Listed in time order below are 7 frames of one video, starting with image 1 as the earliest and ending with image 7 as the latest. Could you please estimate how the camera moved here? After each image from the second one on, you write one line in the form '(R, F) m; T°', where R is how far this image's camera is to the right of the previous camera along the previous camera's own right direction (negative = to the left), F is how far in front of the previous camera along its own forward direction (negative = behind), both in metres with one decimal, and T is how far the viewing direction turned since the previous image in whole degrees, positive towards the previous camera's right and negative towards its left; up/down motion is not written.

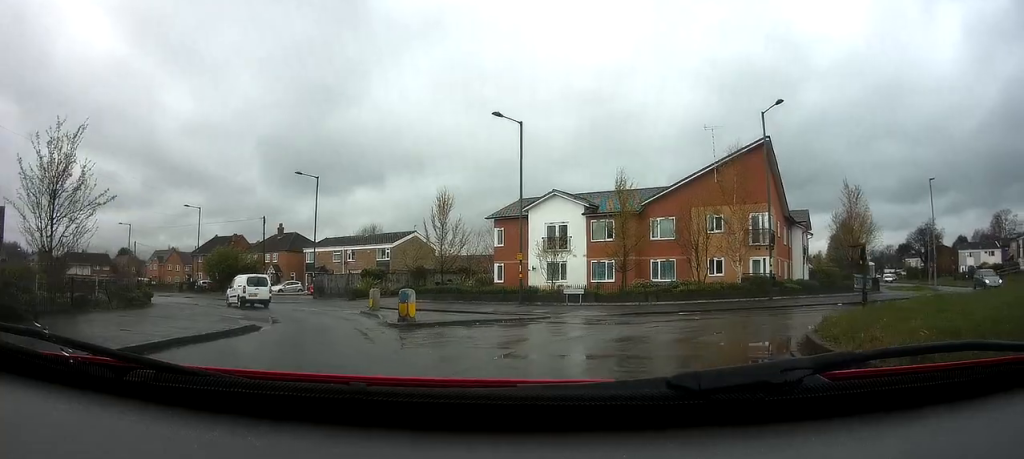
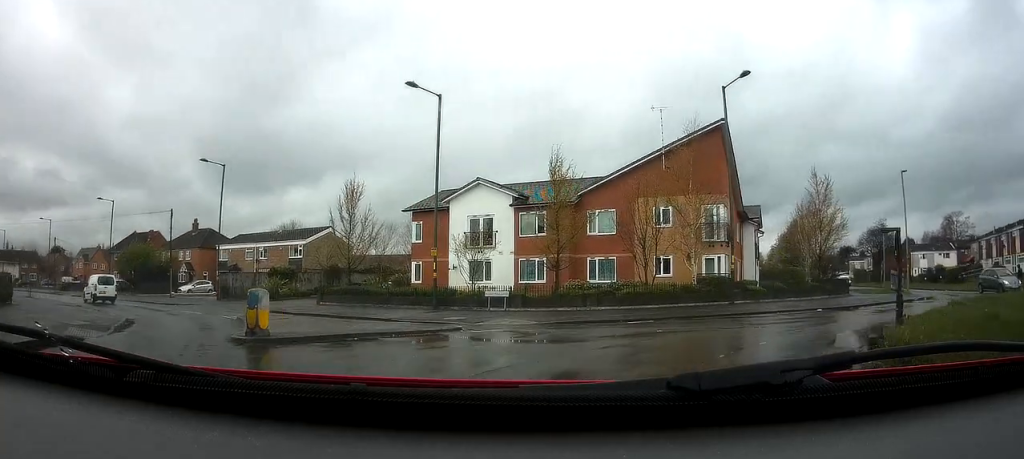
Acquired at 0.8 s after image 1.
(+0.3, +4.8) m; +8°
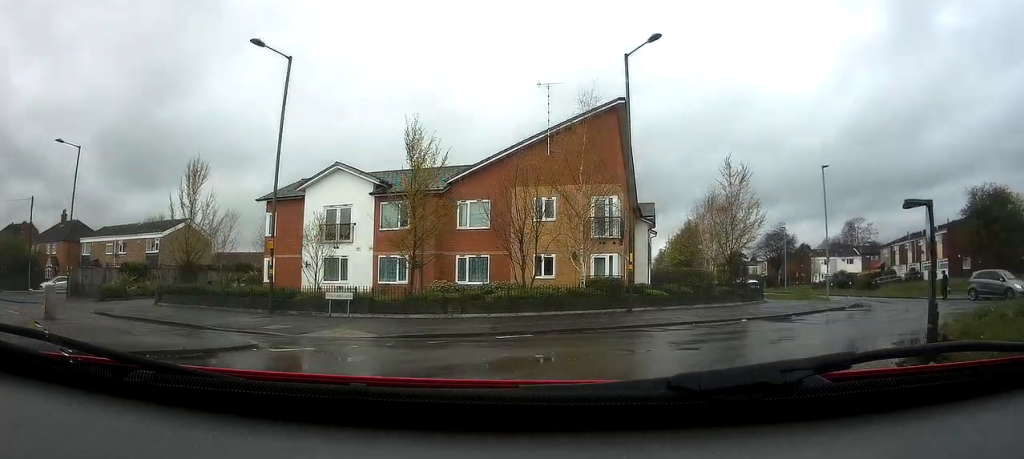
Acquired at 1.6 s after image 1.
(+0.4, +4.6) m; +9°
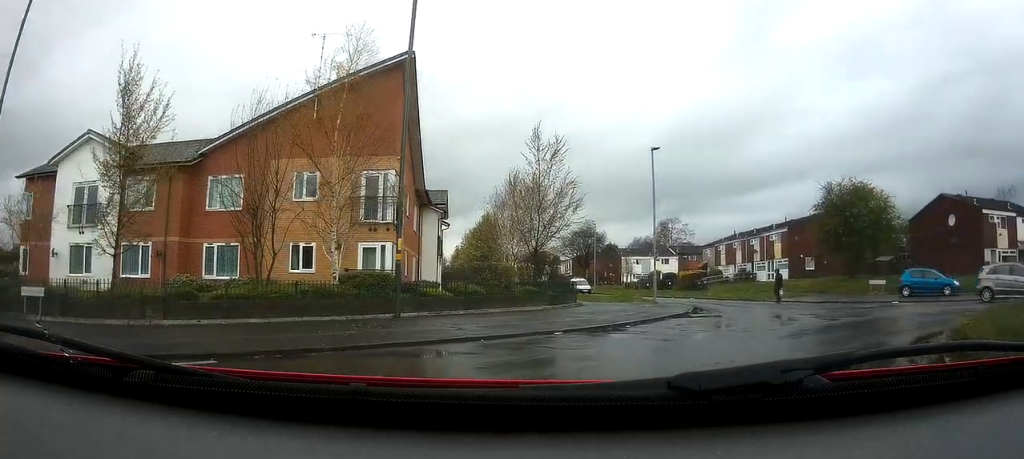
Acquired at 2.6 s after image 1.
(+0.5, +5.9) m; +15°
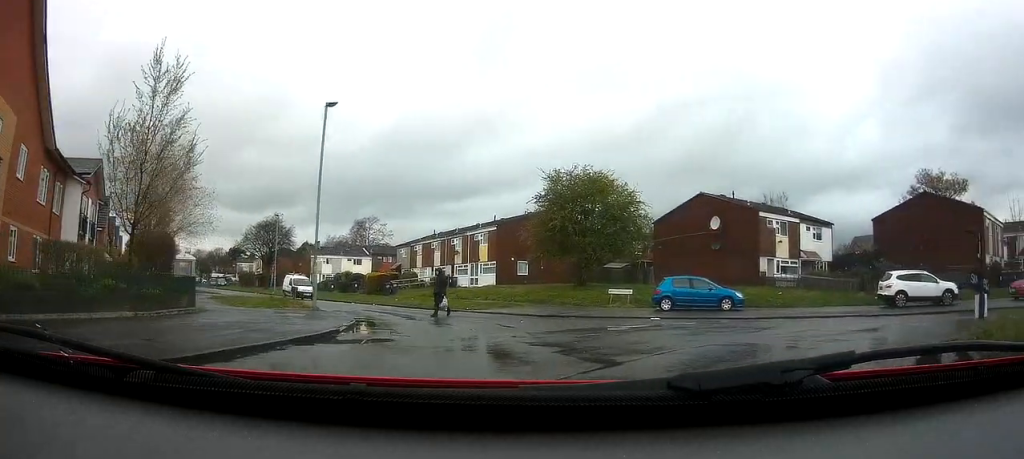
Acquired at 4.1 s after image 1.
(+1.8, +7.3) m; +29°
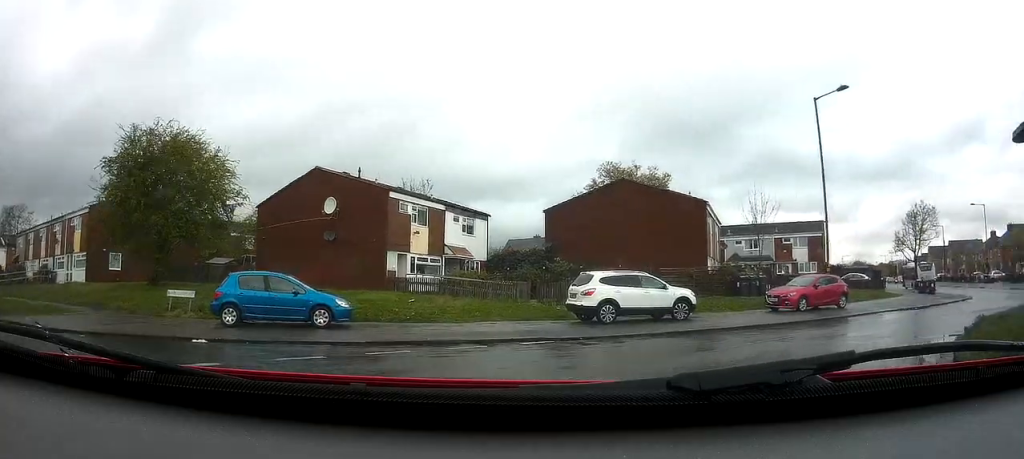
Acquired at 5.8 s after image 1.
(+2.4, +8.2) m; +43°
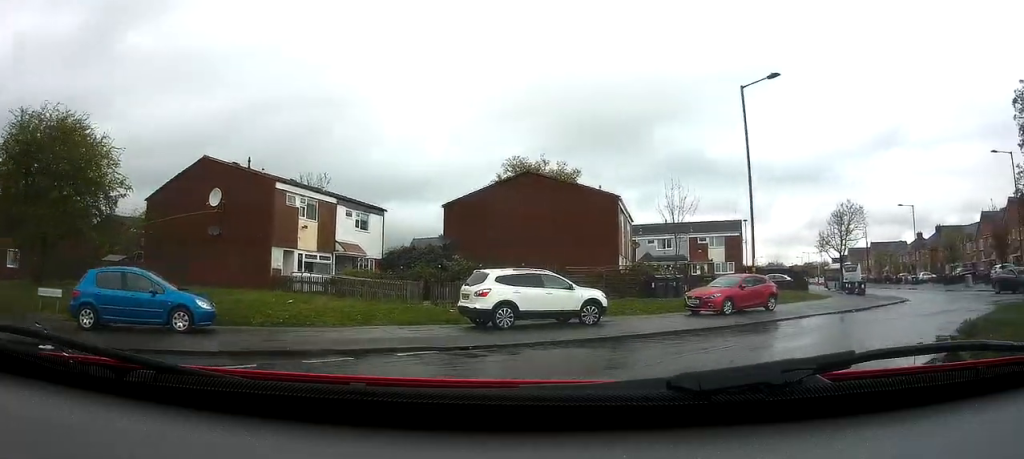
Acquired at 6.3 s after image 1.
(+0.5, +2.4) m; +10°
